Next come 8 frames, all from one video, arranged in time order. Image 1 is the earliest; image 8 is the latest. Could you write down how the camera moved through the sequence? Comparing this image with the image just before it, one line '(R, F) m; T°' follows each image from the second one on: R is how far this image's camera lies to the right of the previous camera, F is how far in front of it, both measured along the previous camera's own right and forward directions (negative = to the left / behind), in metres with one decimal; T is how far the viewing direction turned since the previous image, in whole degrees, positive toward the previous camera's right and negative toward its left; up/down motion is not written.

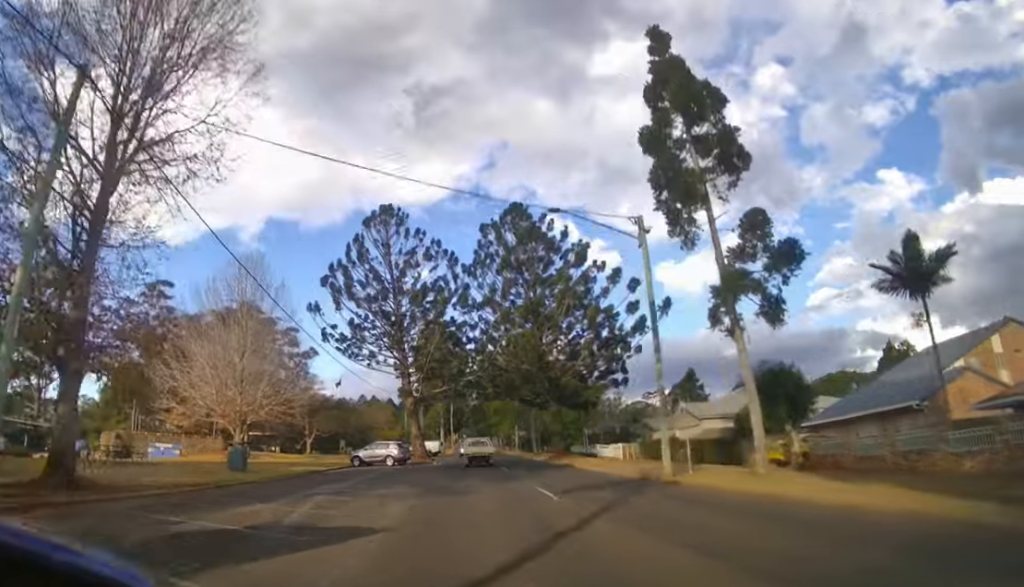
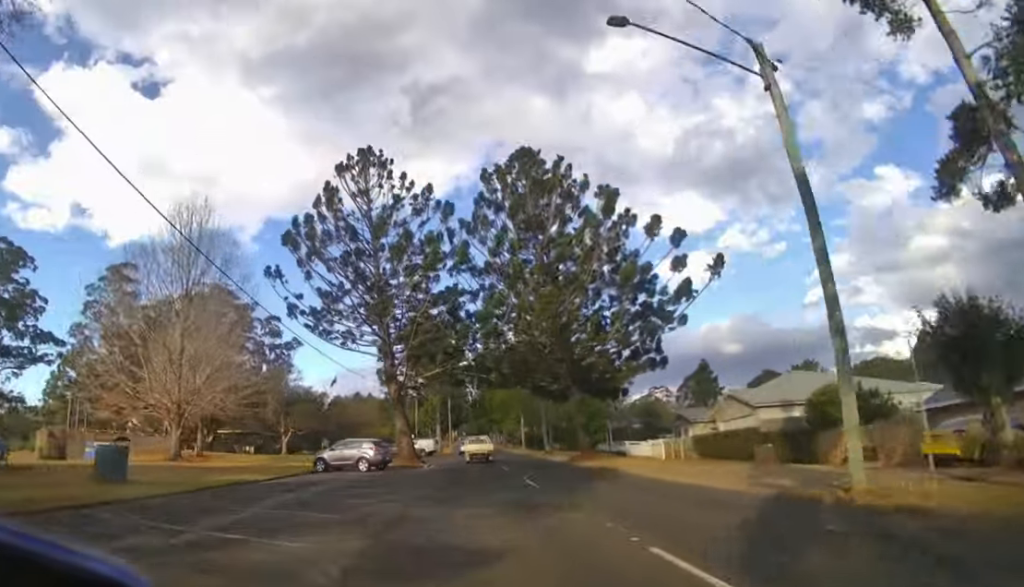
(0.0, +9.5) m; 0°
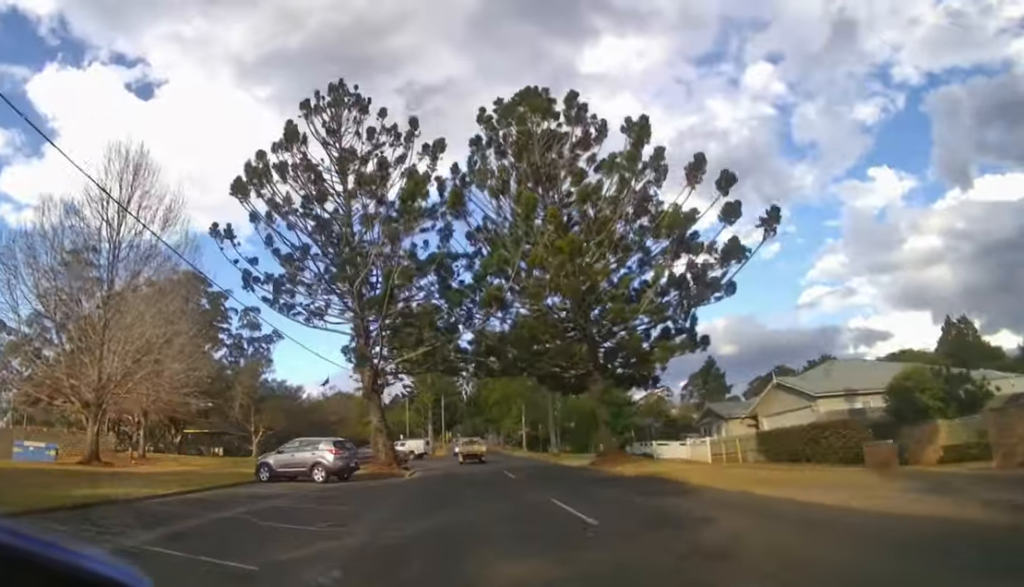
(+0.1, +7.6) m; 0°
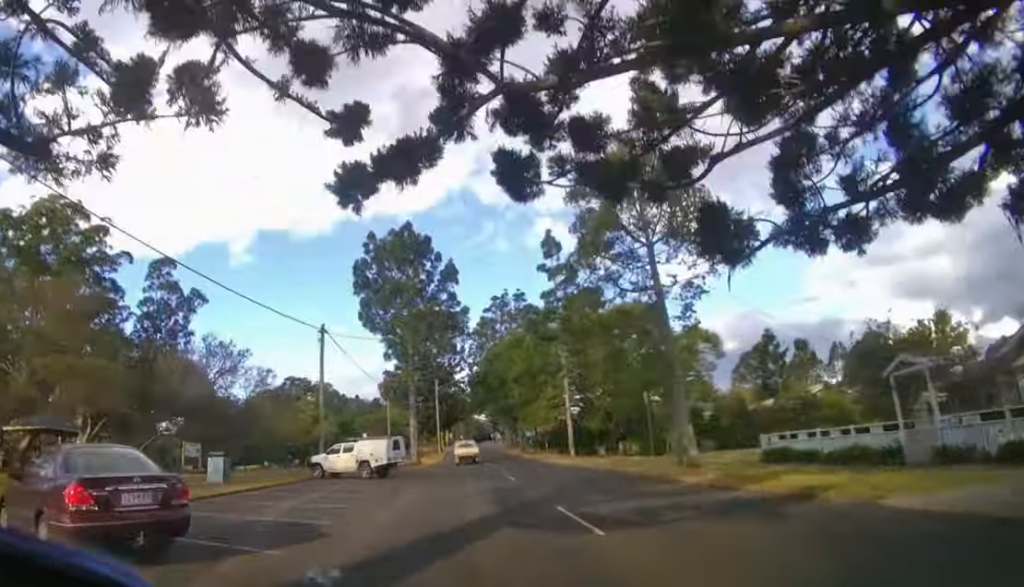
(0.0, +26.8) m; 0°
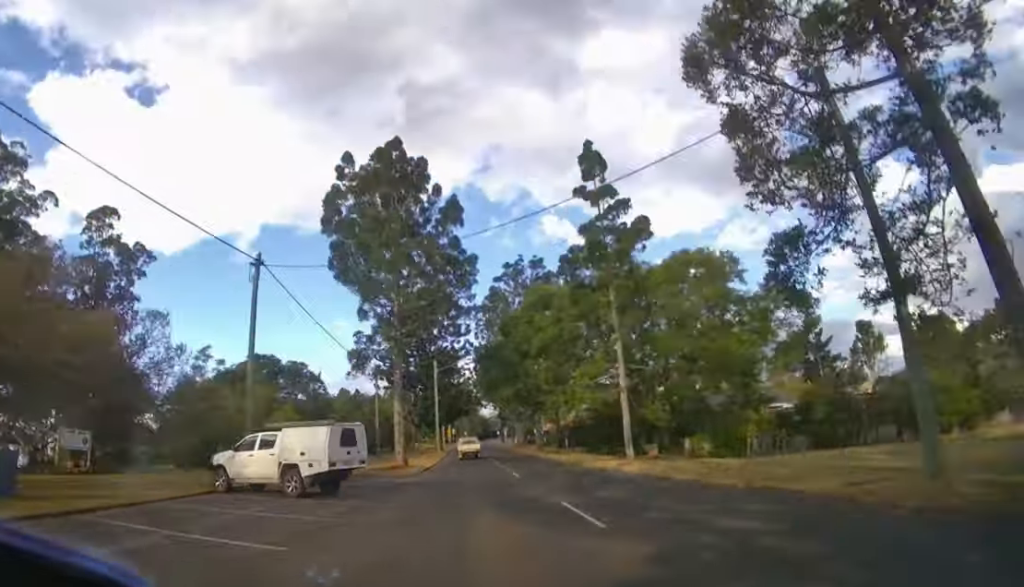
(-0.1, +10.2) m; 0°
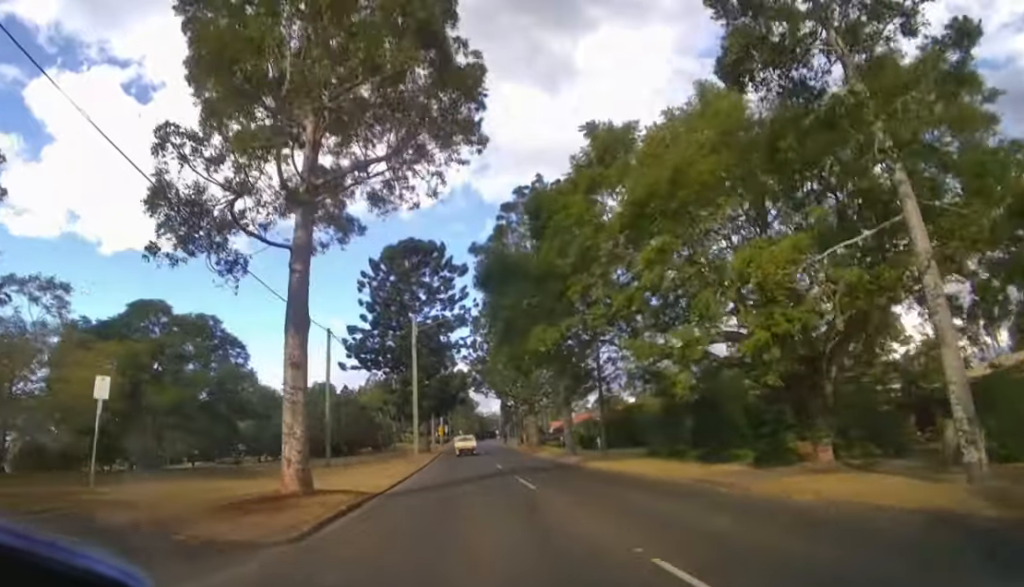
(+0.1, +15.7) m; +1°
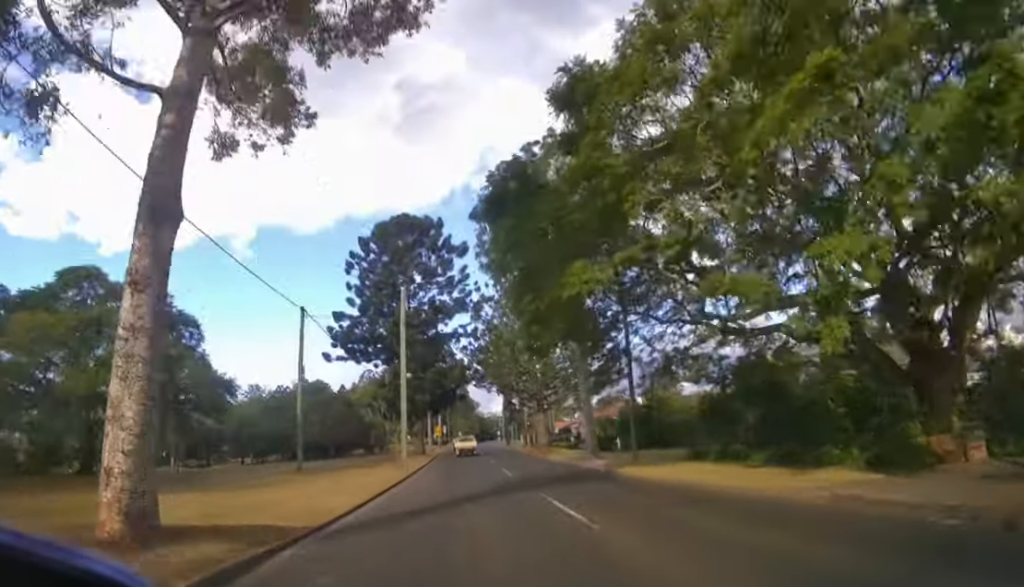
(0.0, +5.3) m; 0°
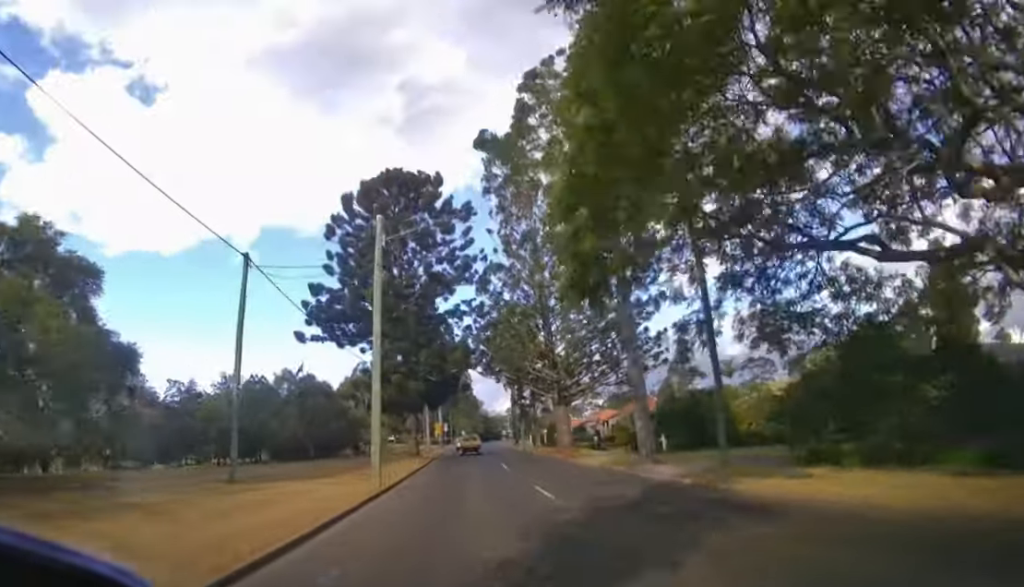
(0.0, +8.0) m; 0°
